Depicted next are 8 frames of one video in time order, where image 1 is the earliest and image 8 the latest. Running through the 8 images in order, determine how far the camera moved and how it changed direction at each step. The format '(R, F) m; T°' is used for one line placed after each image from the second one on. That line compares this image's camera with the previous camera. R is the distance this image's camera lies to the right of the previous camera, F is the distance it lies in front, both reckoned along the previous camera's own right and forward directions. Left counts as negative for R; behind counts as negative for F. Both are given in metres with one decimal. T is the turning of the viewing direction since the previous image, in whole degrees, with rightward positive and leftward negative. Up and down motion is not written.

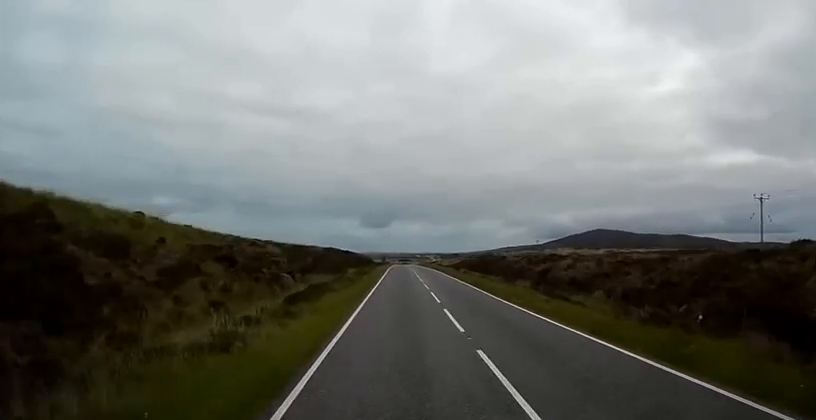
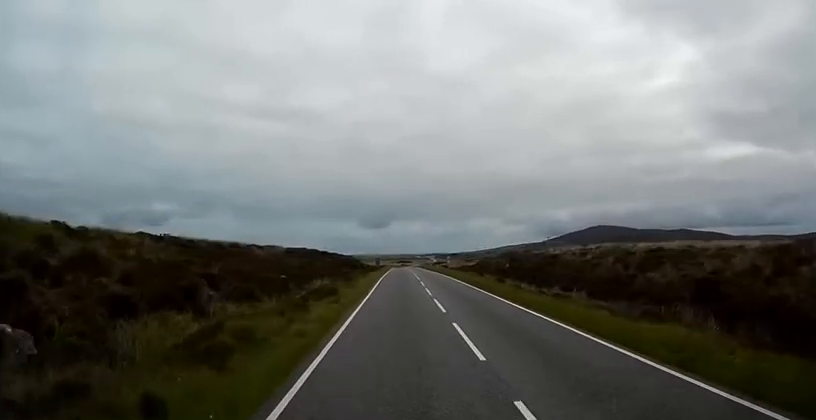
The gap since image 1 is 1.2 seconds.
(-0.2, +22.5) m; -1°
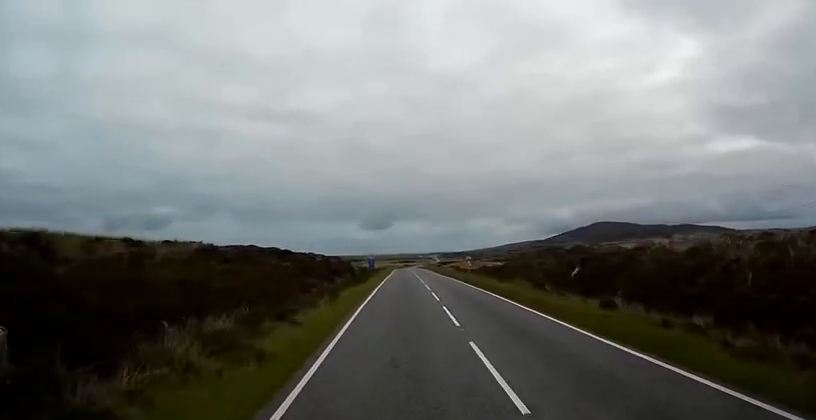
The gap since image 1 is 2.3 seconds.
(-0.1, +22.5) m; 0°
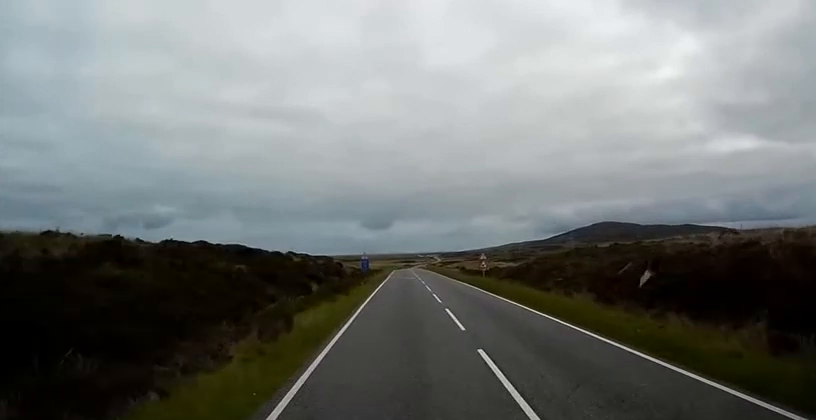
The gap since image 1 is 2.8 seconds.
(0.0, +10.0) m; 0°
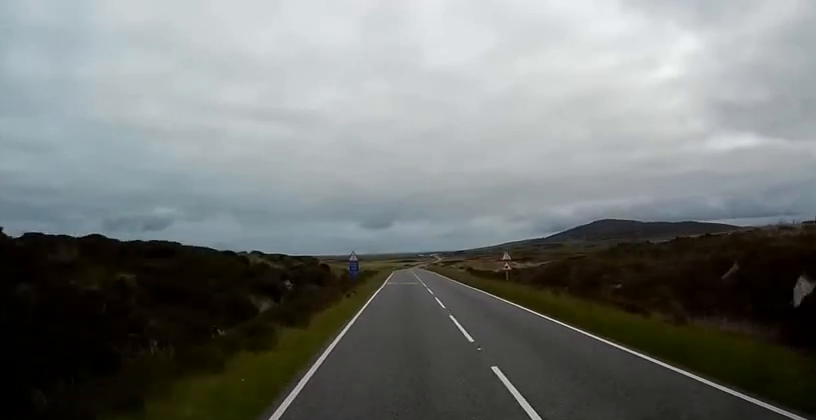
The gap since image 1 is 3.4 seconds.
(0.0, +10.7) m; 0°
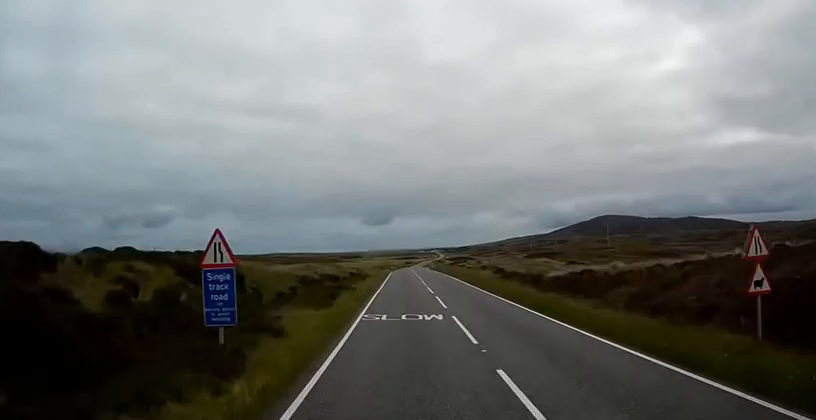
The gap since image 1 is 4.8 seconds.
(0.0, +27.5) m; 0°
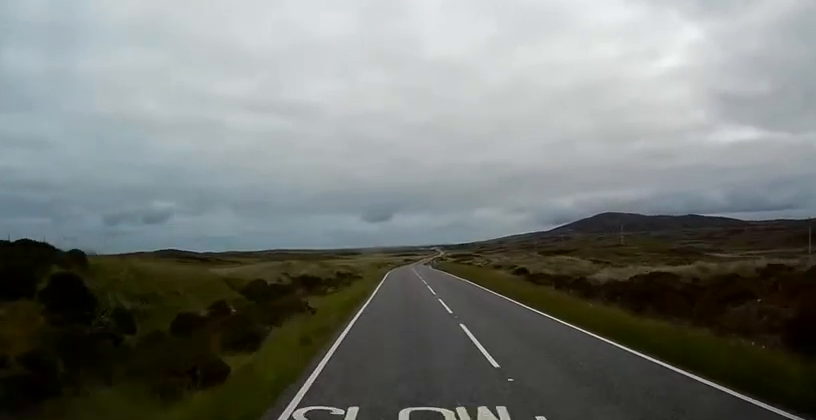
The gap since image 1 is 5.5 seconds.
(0.0, +12.2) m; 0°
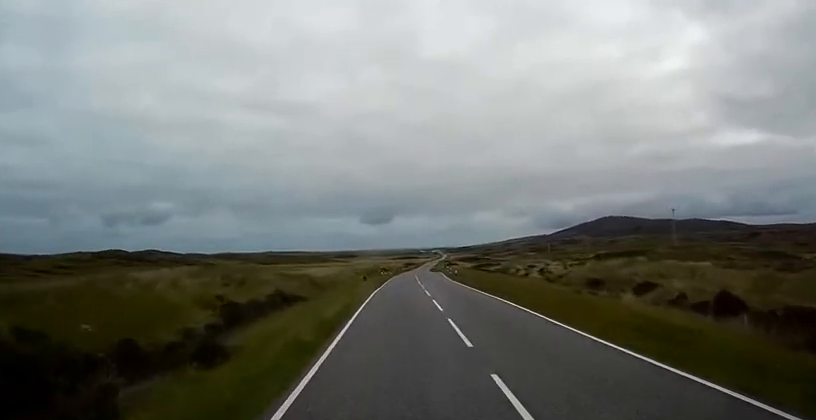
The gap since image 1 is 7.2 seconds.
(0.0, +33.5) m; 0°
